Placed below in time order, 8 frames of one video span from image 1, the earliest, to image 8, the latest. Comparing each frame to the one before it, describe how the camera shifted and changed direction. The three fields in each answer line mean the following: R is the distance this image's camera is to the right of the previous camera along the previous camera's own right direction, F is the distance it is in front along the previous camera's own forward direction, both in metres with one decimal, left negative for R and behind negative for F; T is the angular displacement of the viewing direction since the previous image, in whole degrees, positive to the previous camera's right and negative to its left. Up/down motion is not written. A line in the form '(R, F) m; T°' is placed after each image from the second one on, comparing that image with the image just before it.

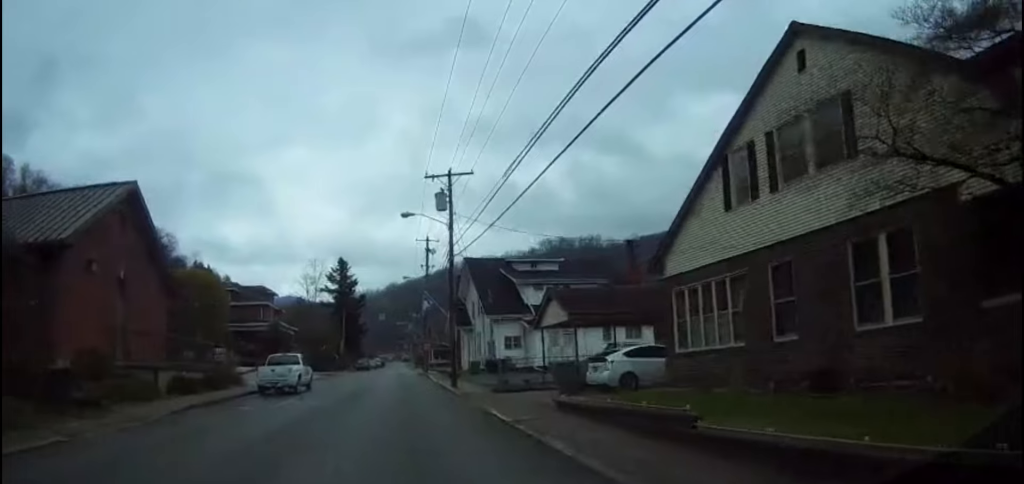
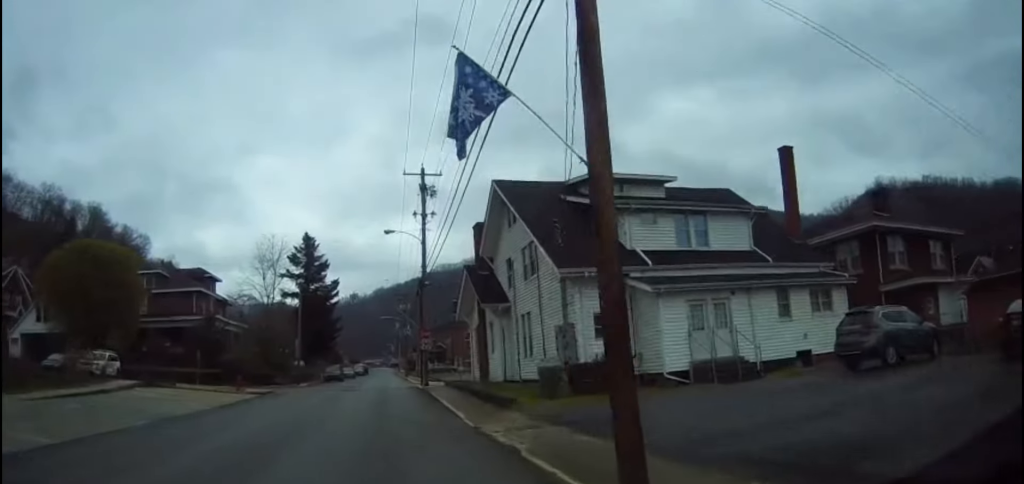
(+0.5, +24.0) m; 0°
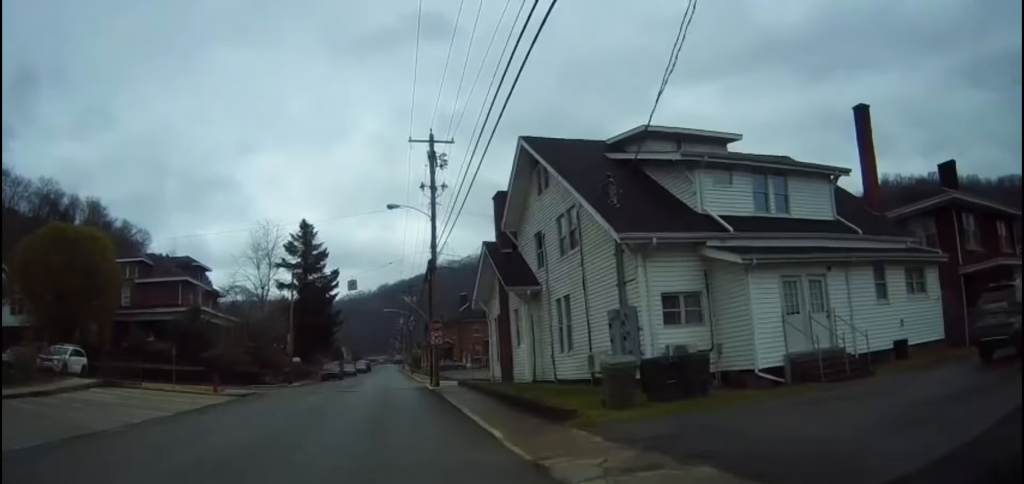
(0.0, +5.7) m; -2°
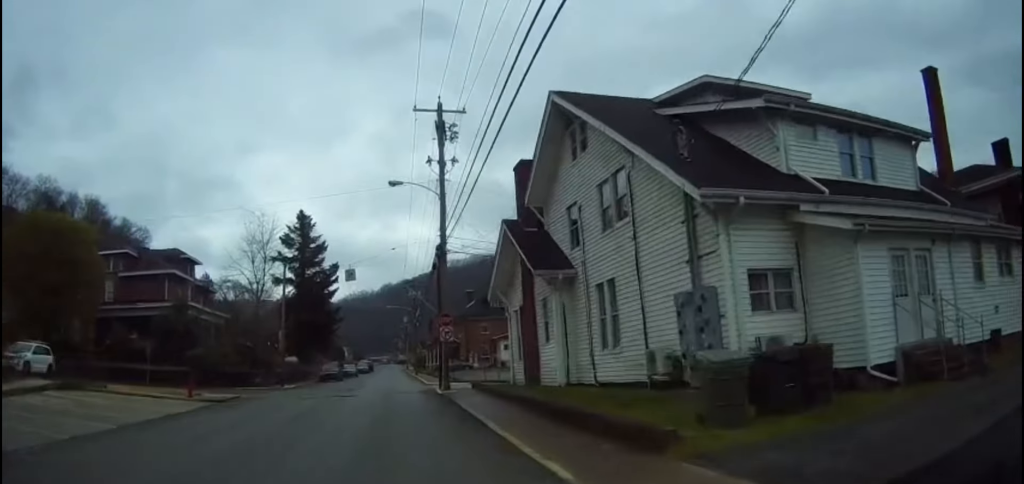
(-0.2, +4.5) m; -2°
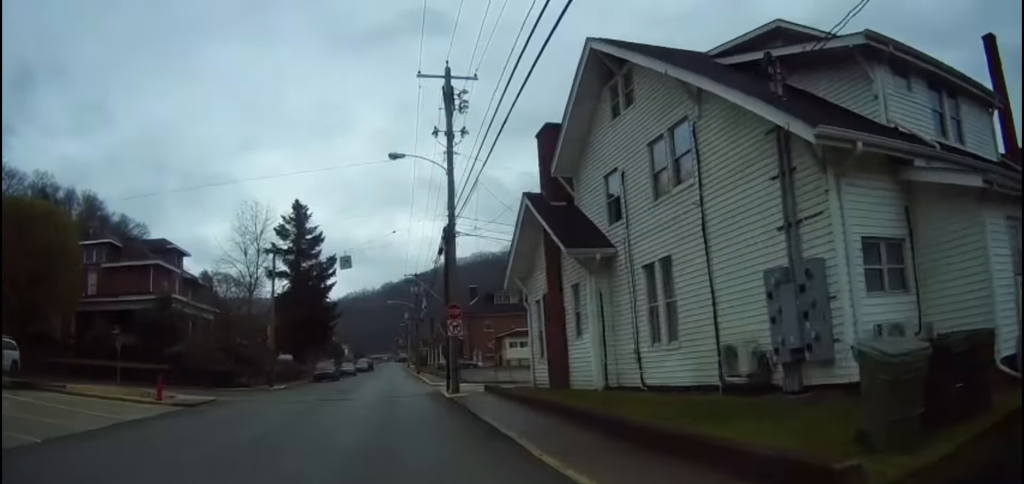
(0.0, +3.9) m; 0°
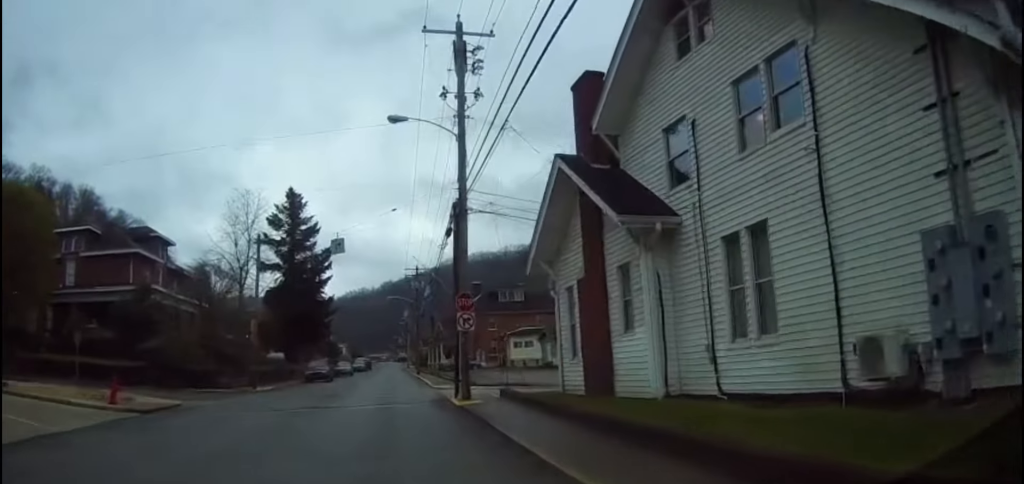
(0.0, +4.4) m; +1°
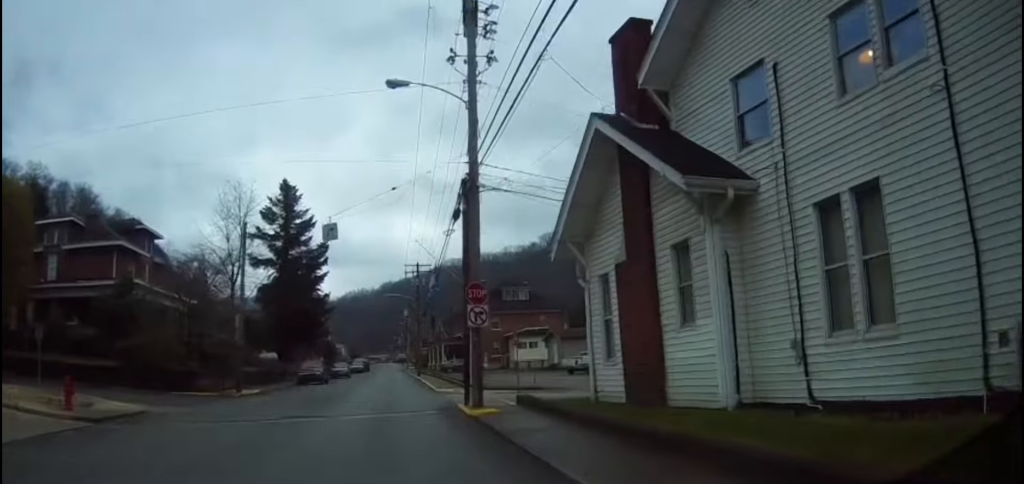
(0.0, +3.2) m; +1°
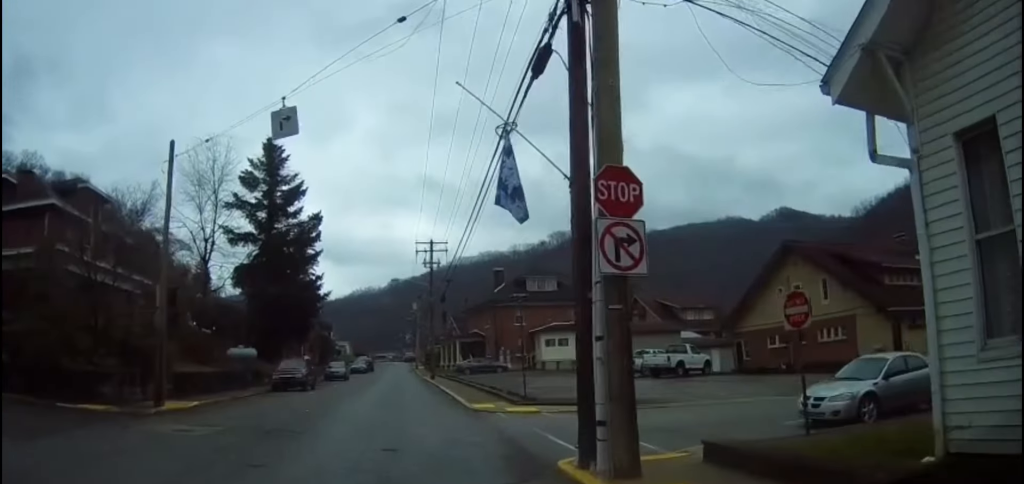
(+0.3, +12.4) m; +2°
